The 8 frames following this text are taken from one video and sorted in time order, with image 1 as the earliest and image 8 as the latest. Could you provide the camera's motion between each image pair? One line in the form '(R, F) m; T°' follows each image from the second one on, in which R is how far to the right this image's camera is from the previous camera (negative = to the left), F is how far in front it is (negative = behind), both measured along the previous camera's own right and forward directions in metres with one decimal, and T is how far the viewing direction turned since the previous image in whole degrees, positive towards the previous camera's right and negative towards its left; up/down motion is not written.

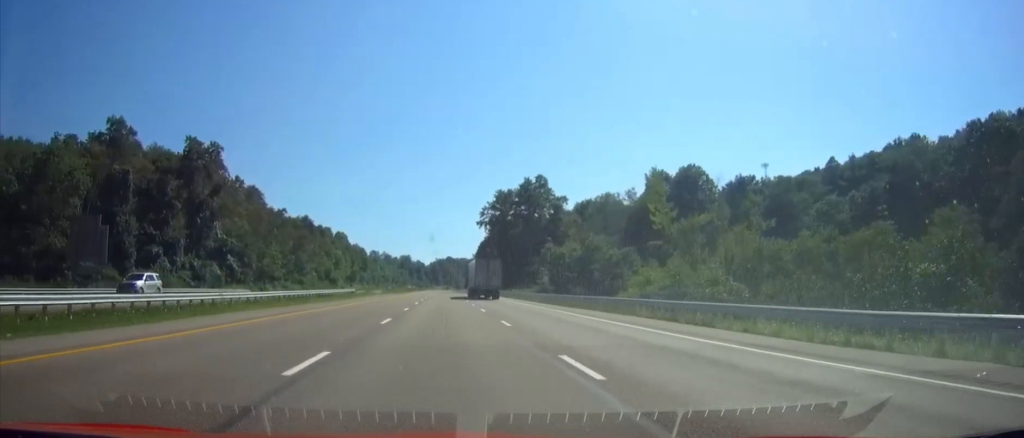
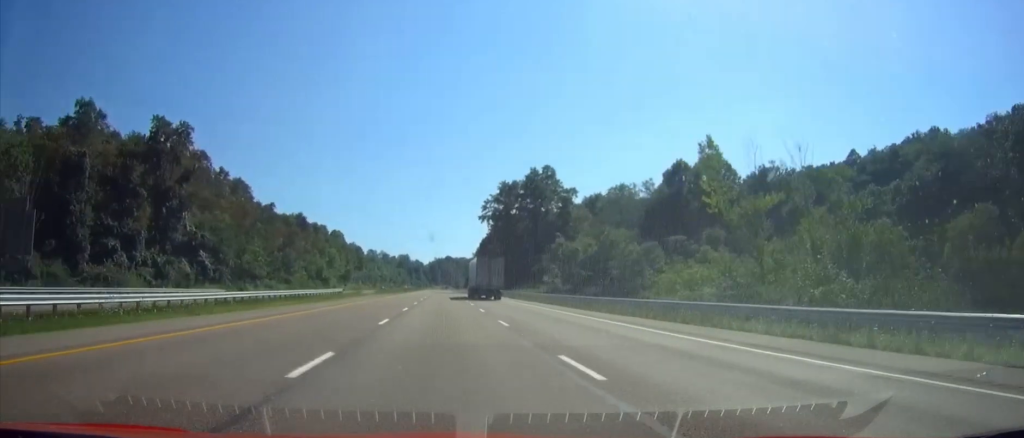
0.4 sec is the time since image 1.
(0.0, +12.5) m; 0°
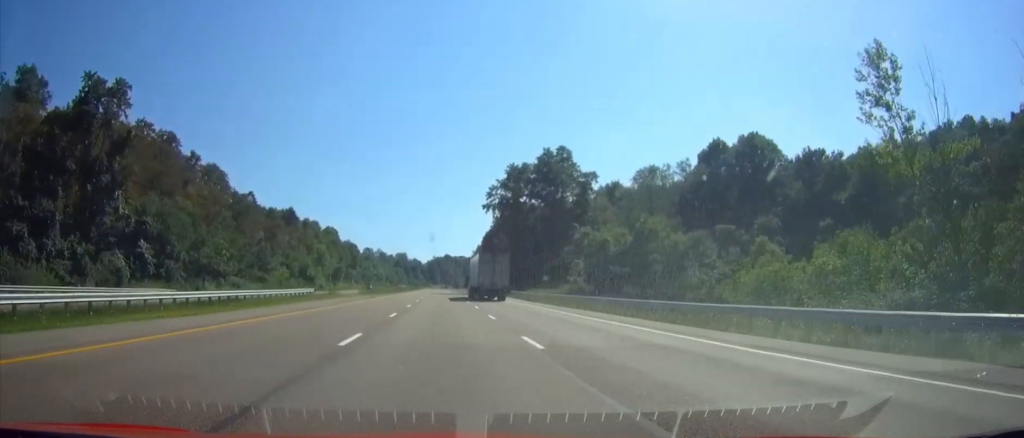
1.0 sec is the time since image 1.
(0.0, +19.8) m; 0°
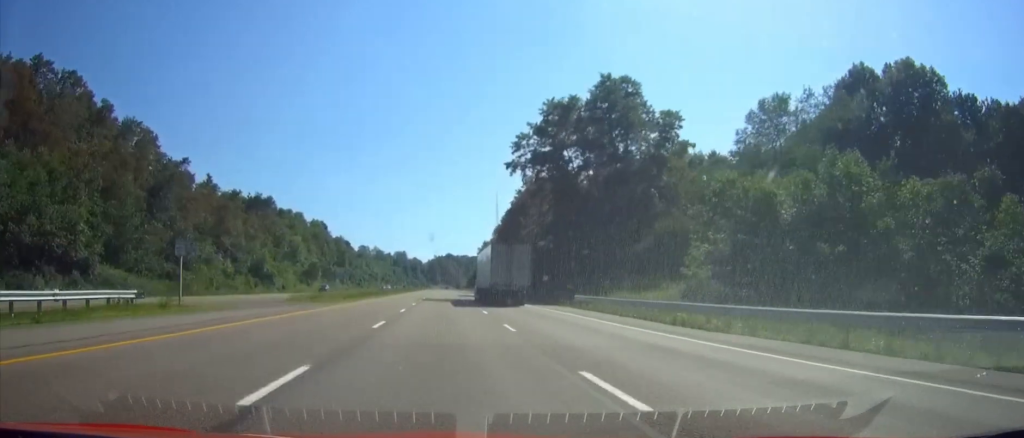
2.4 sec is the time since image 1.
(0.0, +43.9) m; 0°
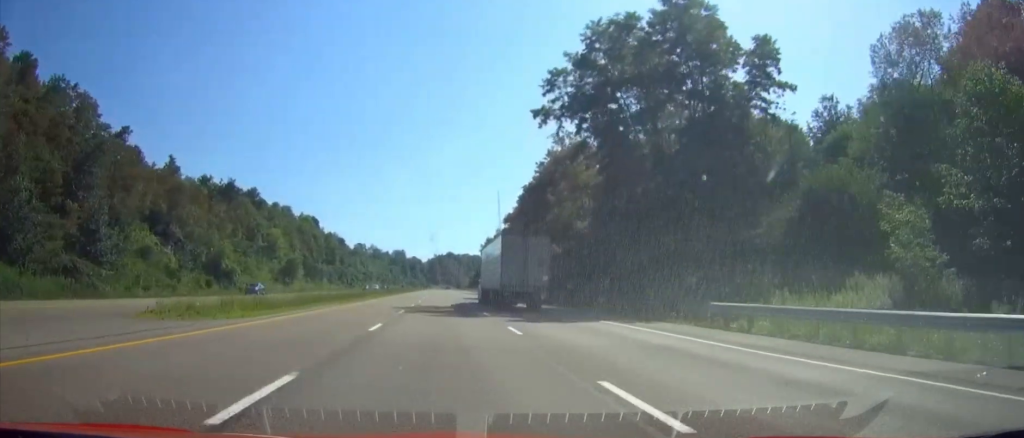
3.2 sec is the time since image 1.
(0.0, +25.1) m; 0°
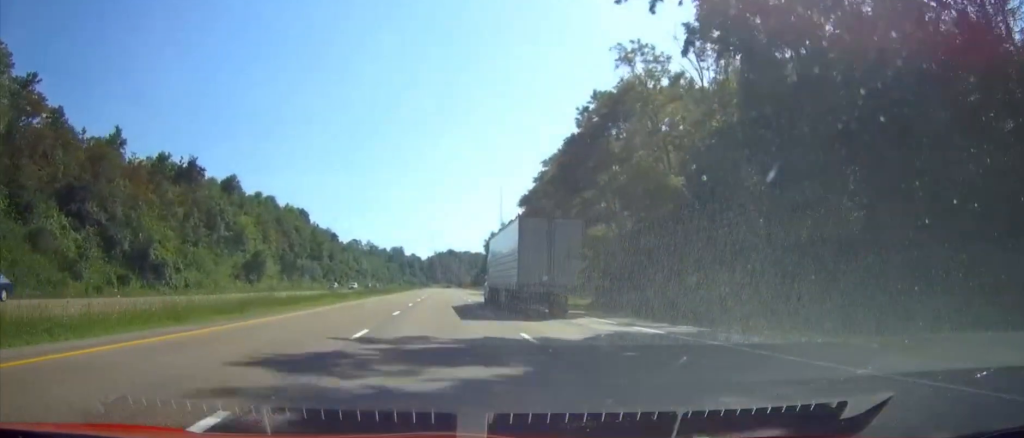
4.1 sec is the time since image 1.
(0.0, +27.2) m; 0°
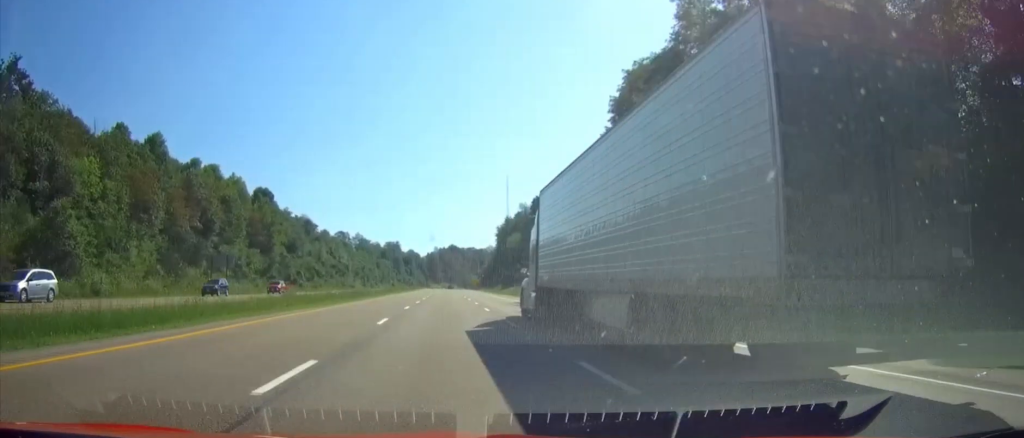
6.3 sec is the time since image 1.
(+0.6, +68.1) m; +2°
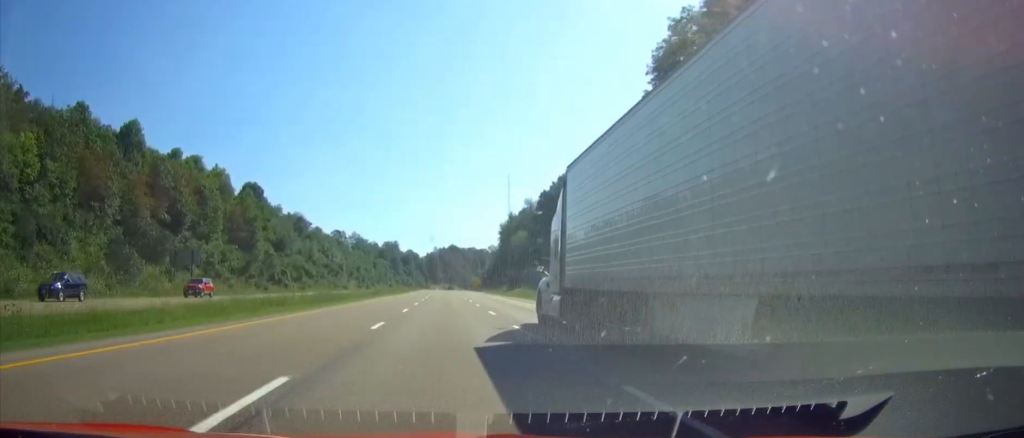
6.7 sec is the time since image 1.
(+0.1, +14.7) m; +1°
